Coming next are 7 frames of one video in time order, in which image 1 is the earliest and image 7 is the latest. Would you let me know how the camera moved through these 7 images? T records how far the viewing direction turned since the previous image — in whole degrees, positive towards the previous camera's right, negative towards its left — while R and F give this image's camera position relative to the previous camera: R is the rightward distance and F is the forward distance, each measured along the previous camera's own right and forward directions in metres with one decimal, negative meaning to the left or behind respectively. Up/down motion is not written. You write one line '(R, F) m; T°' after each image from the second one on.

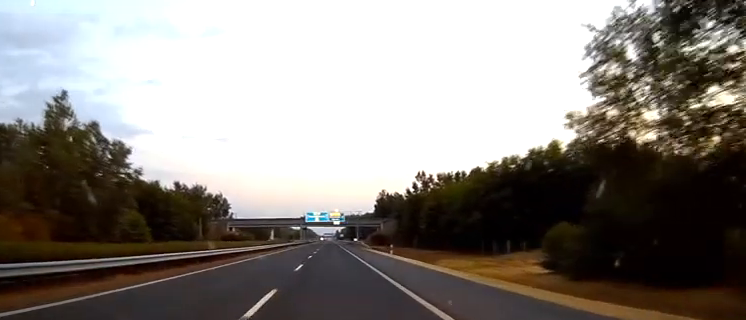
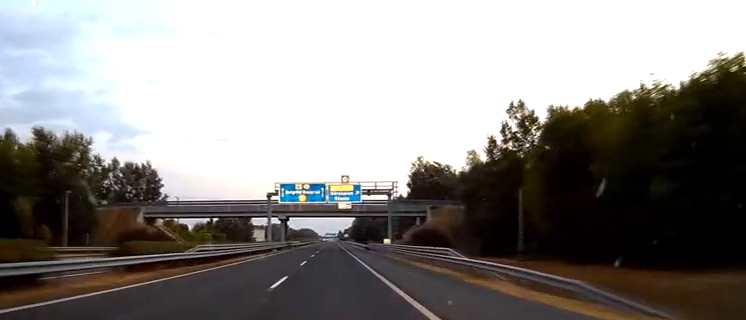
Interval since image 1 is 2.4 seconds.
(-0.2, +83.1) m; 0°
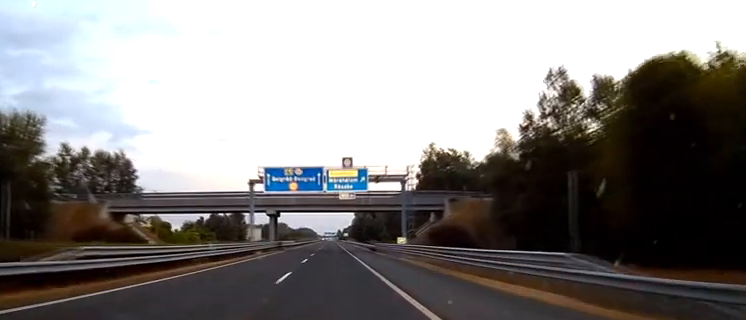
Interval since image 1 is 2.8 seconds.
(0.0, +15.3) m; 0°
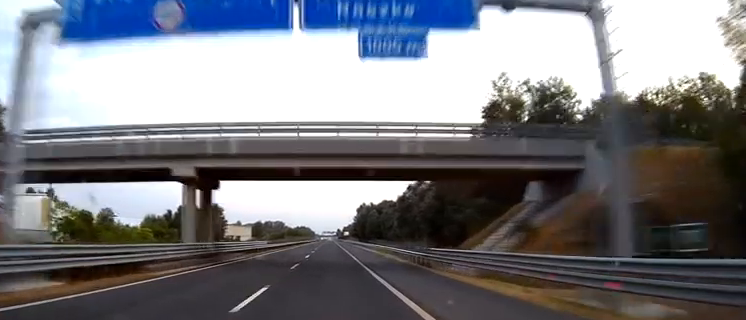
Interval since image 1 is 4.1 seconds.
(0.0, +44.8) m; 0°
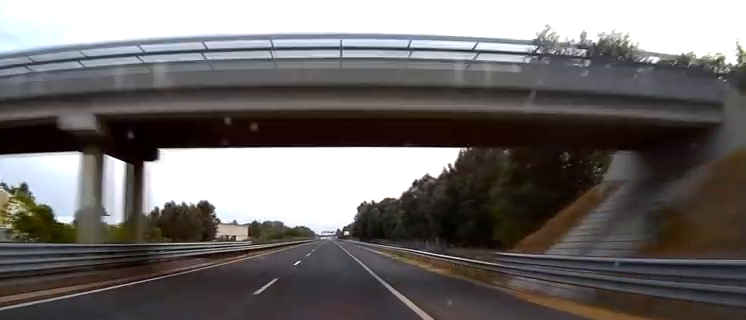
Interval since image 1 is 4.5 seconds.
(0.0, +14.1) m; 0°
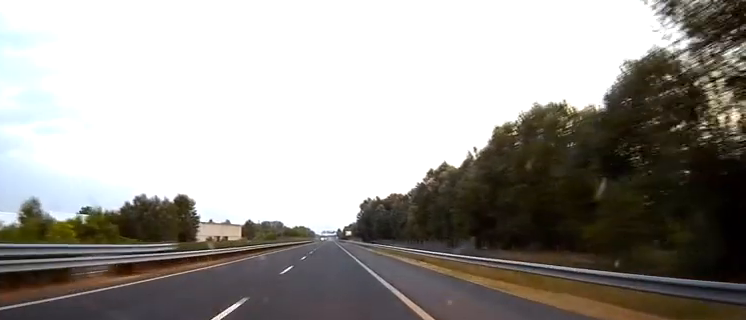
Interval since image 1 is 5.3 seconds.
(0.0, +26.7) m; 0°
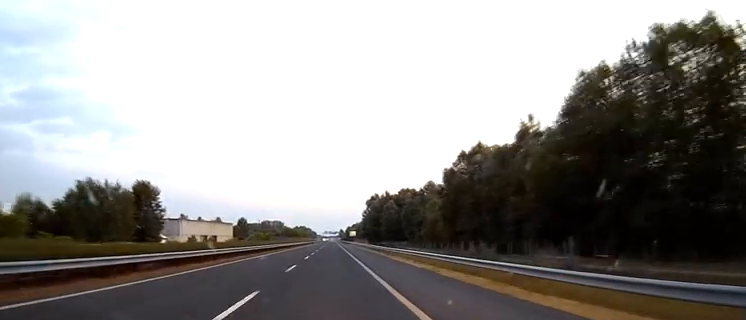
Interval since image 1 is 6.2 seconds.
(0.0, +33.7) m; 0°
